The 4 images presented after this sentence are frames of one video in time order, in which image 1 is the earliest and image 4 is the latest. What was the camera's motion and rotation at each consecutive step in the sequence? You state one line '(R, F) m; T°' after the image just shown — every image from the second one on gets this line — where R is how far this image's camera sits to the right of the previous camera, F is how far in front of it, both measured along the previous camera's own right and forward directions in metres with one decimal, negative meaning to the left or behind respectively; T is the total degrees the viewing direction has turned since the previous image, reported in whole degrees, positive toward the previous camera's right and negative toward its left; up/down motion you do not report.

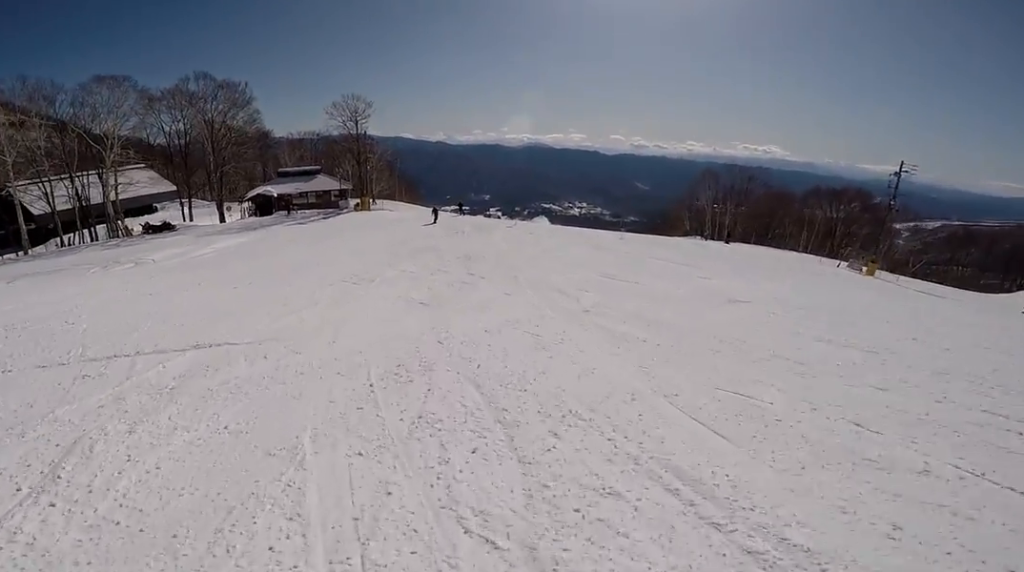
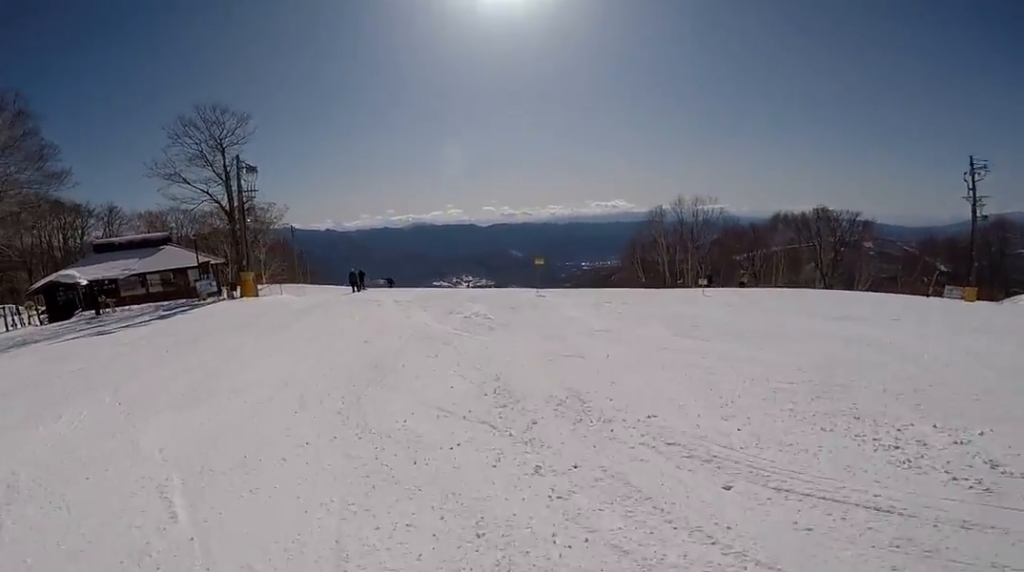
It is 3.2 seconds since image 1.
(+3.5, +20.4) m; +23°
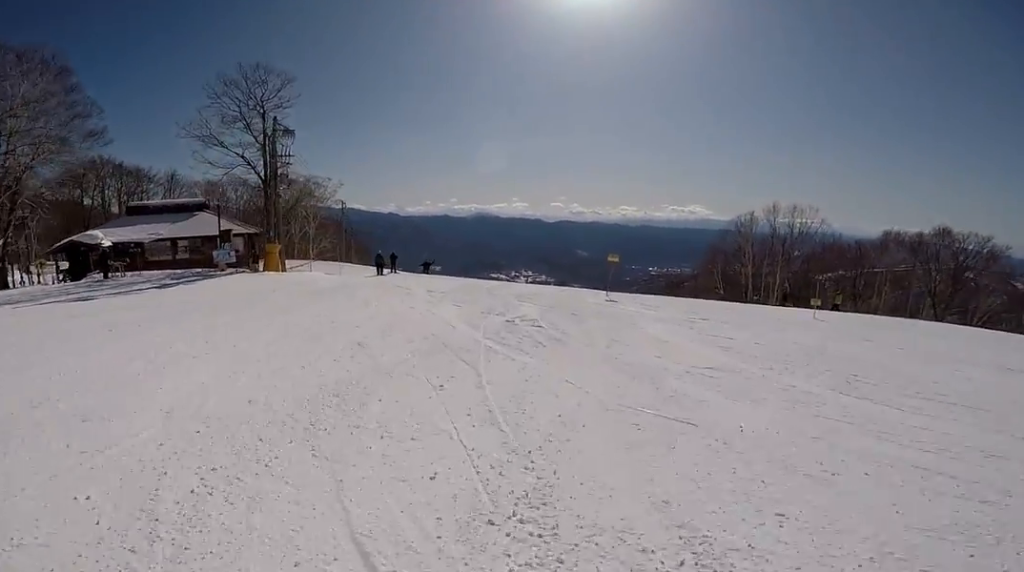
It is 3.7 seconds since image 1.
(+0.2, +3.6) m; -1°
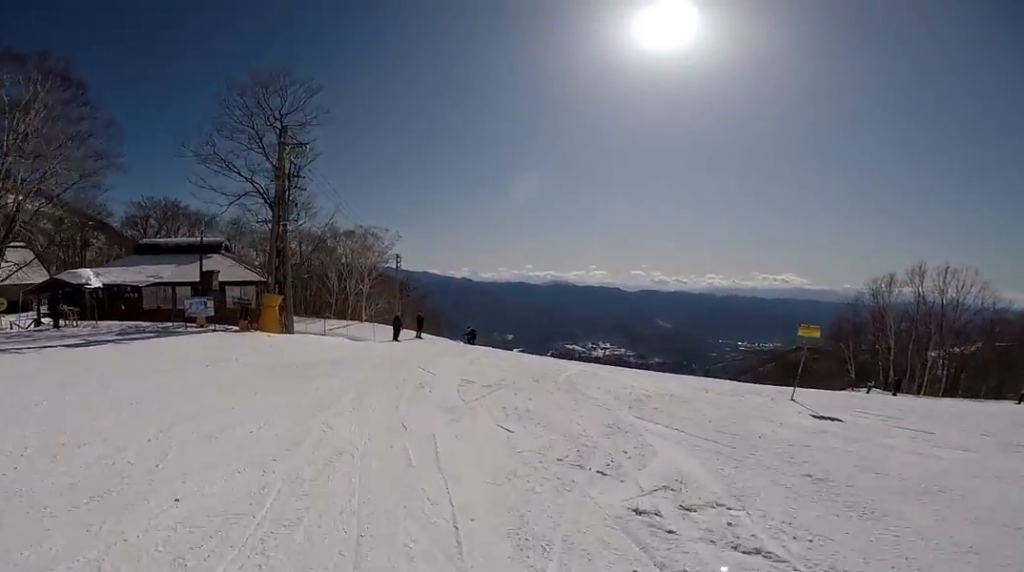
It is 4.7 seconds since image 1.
(-0.2, +6.9) m; -14°
